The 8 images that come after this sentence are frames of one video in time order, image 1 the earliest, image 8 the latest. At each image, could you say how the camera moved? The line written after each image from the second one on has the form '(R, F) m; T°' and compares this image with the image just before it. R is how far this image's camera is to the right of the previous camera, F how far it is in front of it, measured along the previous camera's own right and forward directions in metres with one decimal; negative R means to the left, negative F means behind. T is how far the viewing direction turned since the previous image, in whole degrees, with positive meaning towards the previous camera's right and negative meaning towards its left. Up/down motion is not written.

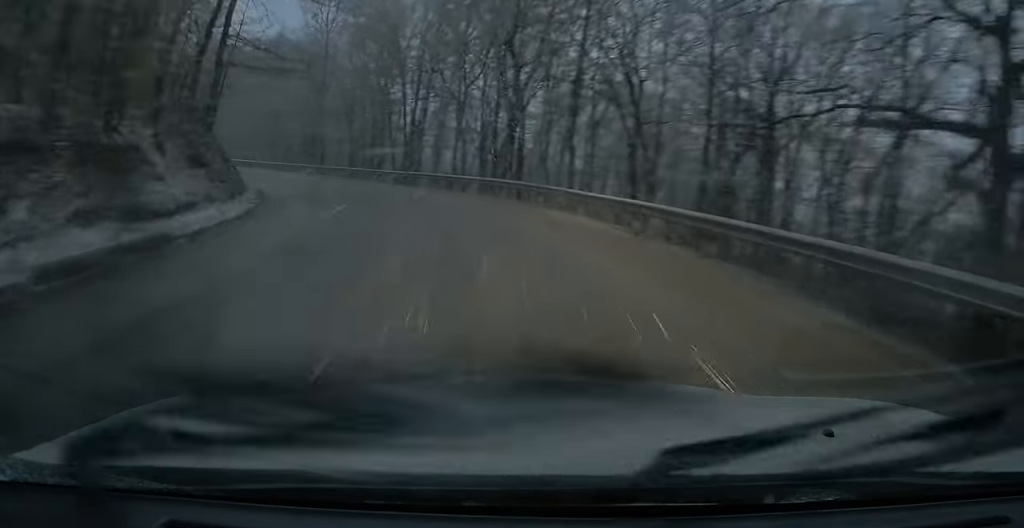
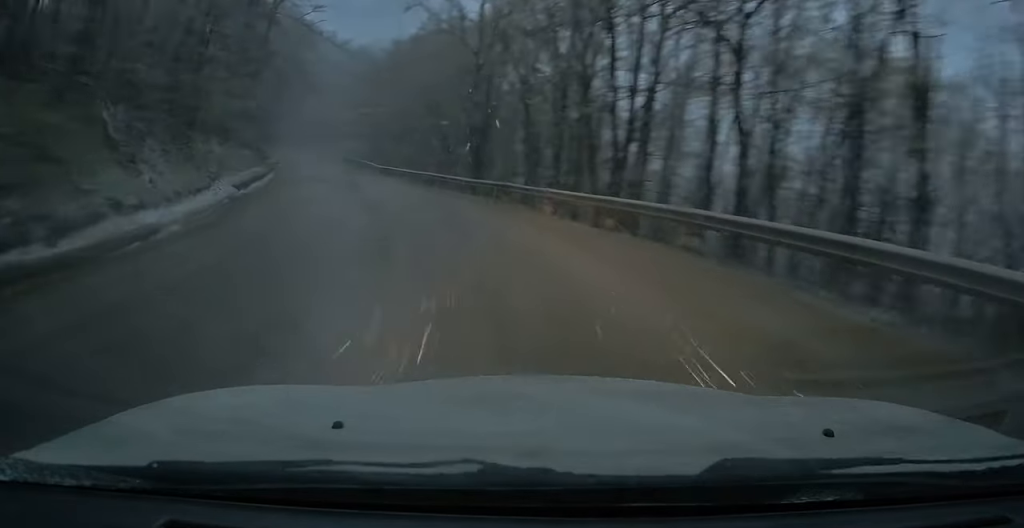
(-4.2, +22.1) m; -21°
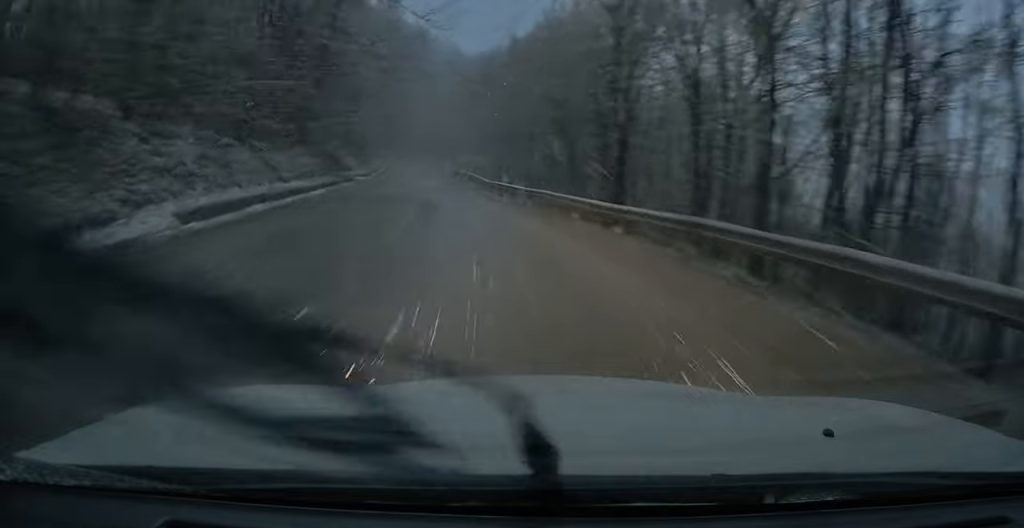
(-1.0, +11.8) m; -7°
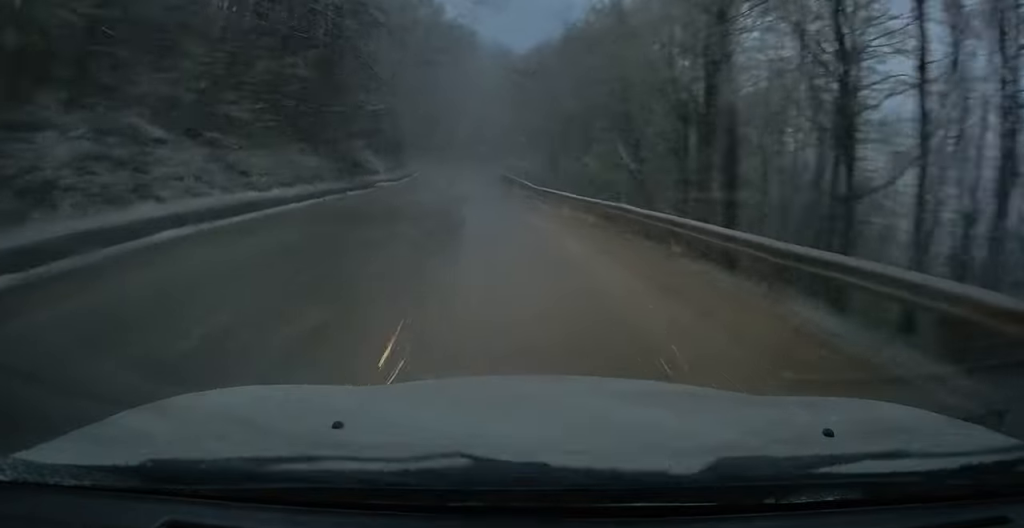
(-0.2, +7.1) m; -3°
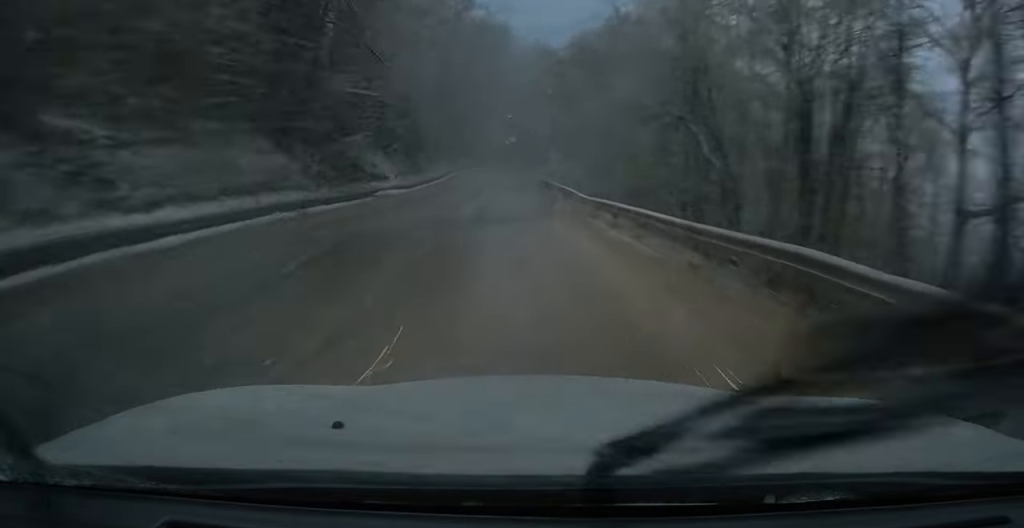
(-0.4, +8.3) m; -2°
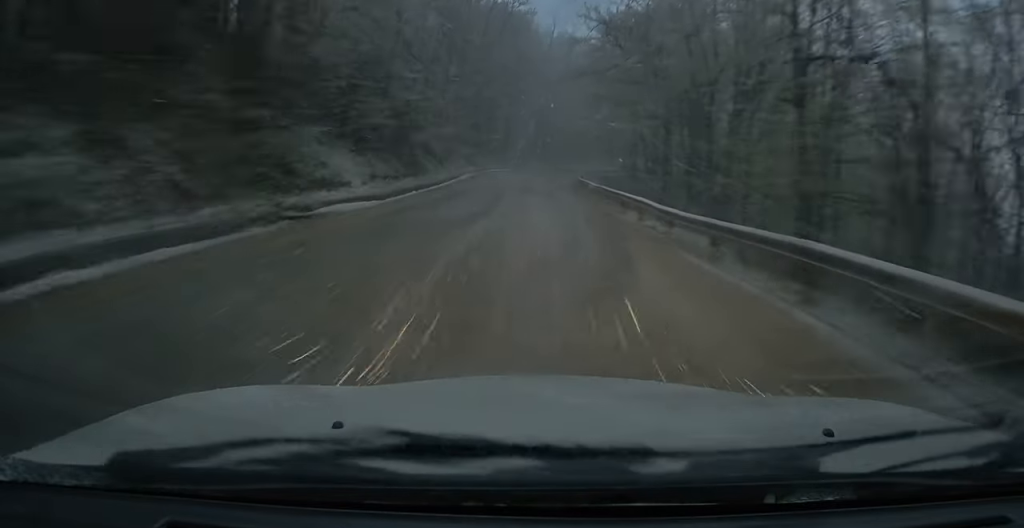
(-0.2, +11.5) m; -1°
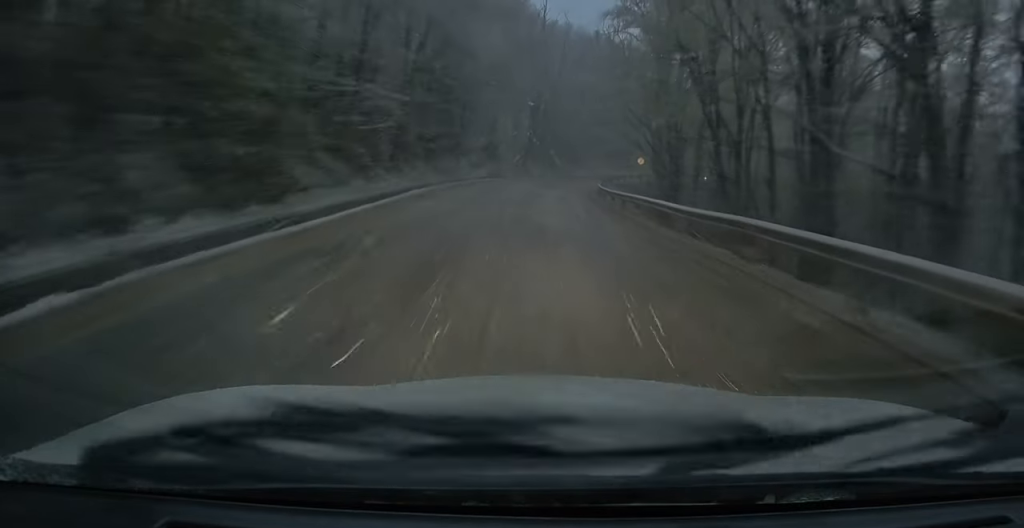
(0.0, +20.5) m; +1°
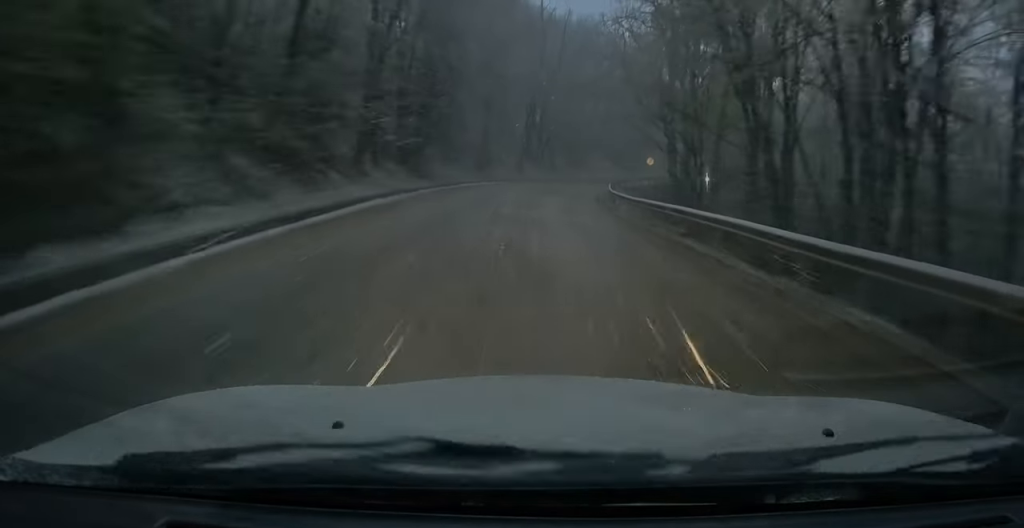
(0.0, +6.7) m; +1°
